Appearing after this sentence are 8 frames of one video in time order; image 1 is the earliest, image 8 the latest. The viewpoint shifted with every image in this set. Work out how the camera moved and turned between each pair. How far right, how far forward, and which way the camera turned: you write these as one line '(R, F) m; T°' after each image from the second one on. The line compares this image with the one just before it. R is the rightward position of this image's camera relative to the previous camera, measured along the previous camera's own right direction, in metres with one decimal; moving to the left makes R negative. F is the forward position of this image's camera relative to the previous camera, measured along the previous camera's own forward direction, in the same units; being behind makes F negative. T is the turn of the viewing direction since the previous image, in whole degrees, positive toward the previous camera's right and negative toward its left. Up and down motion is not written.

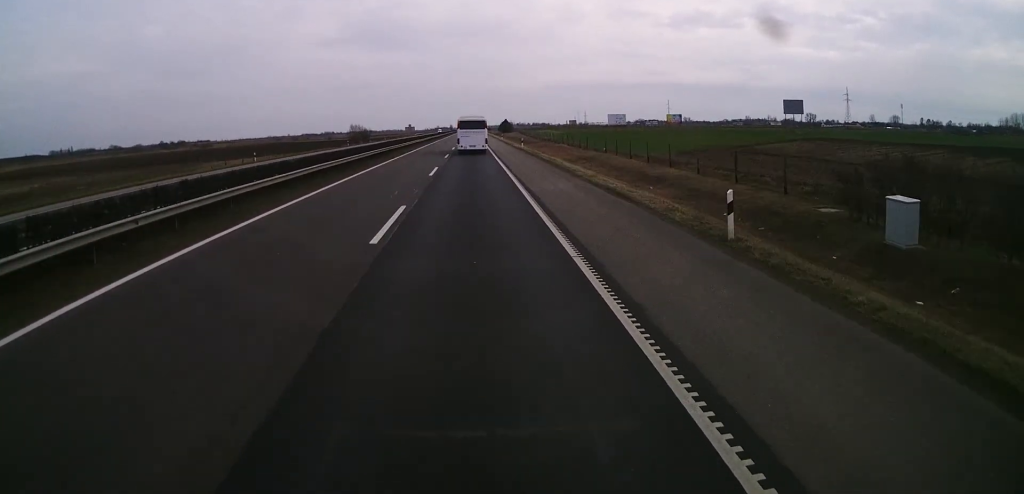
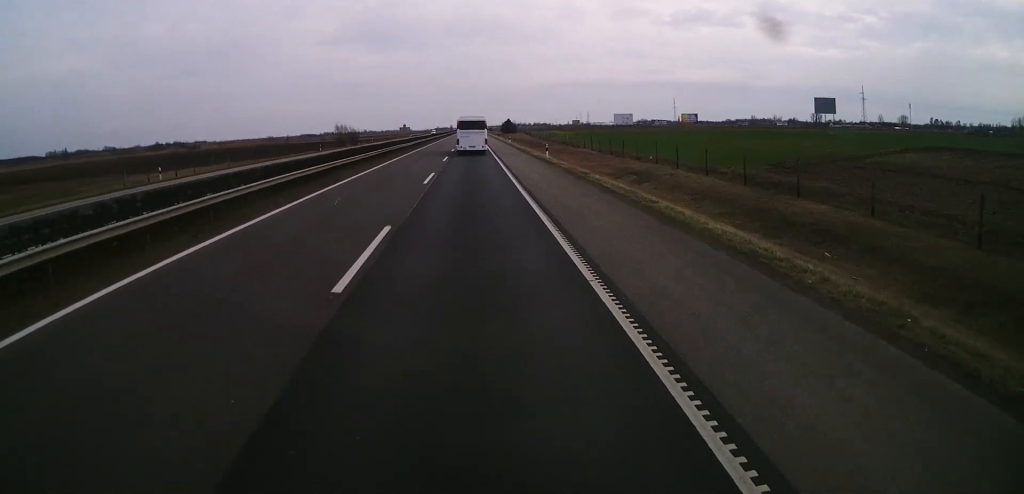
(+0.3, +21.6) m; 0°
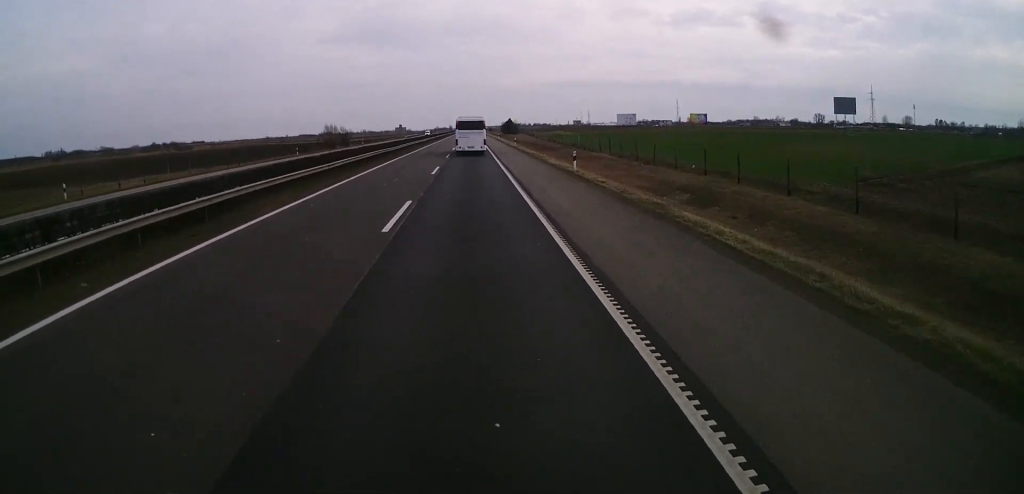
(-0.1, +12.3) m; 0°
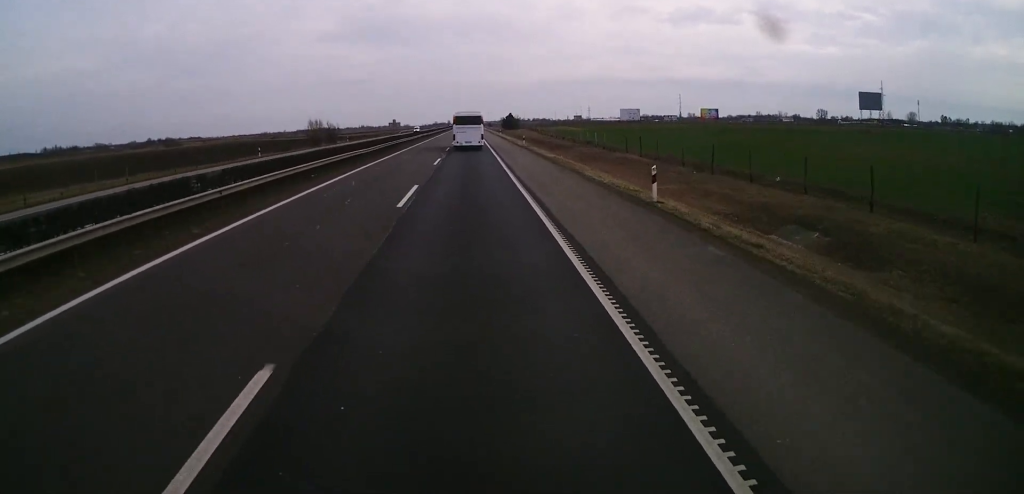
(-0.1, +14.7) m; 0°
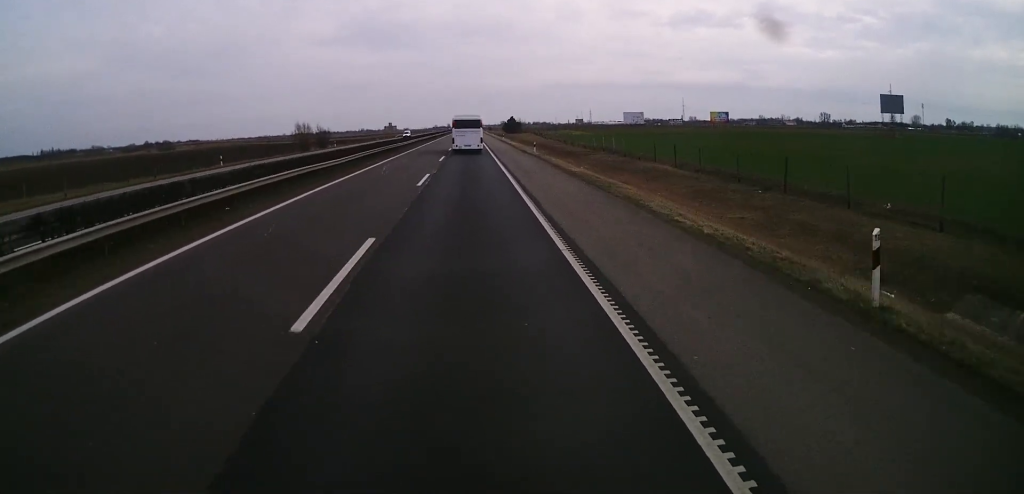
(0.0, +10.8) m; 0°
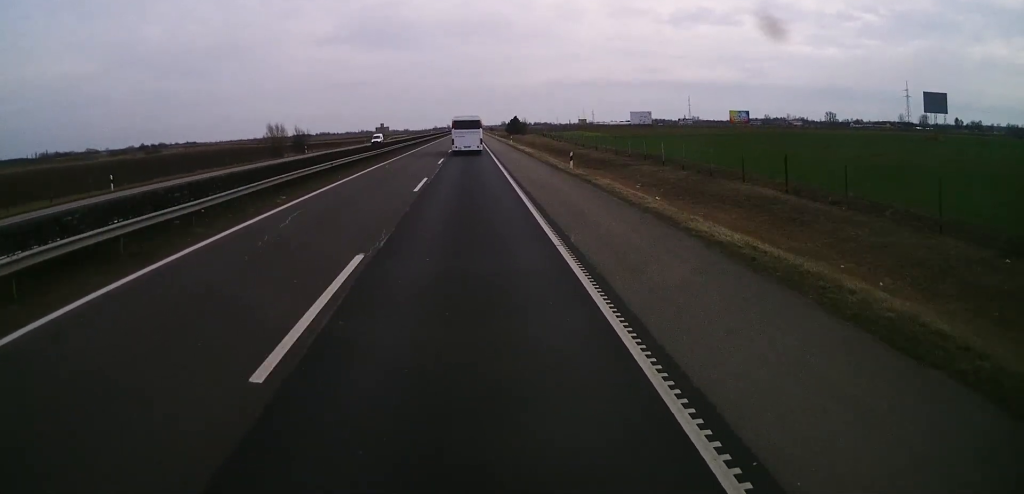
(-0.1, +19.2) m; 0°
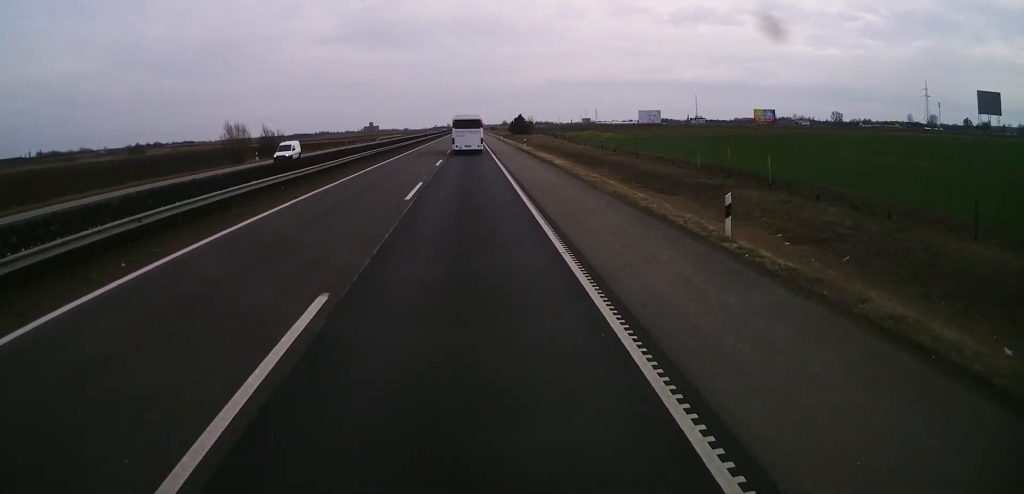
(-0.1, +20.7) m; +1°
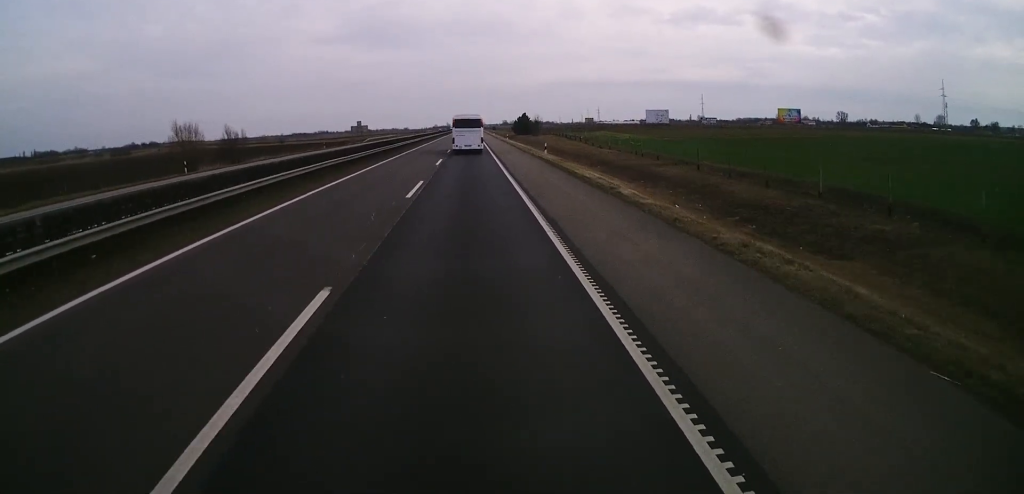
(+0.4, +17.7) m; +1°
